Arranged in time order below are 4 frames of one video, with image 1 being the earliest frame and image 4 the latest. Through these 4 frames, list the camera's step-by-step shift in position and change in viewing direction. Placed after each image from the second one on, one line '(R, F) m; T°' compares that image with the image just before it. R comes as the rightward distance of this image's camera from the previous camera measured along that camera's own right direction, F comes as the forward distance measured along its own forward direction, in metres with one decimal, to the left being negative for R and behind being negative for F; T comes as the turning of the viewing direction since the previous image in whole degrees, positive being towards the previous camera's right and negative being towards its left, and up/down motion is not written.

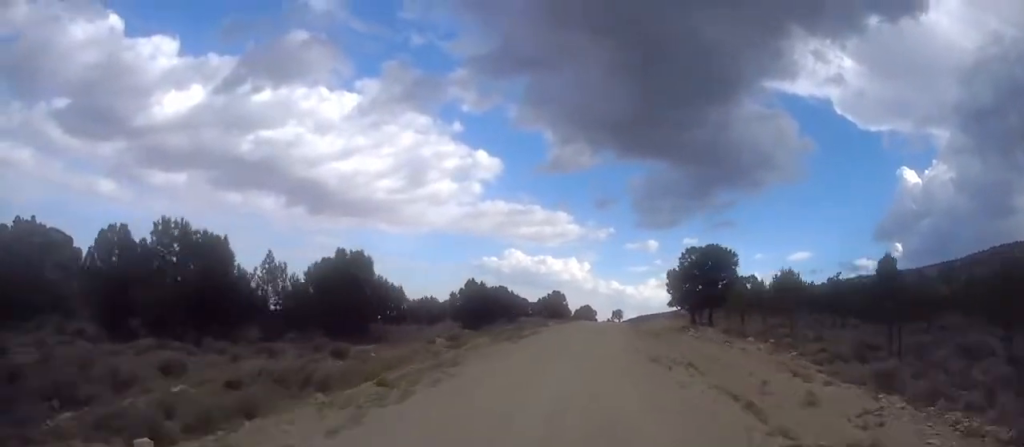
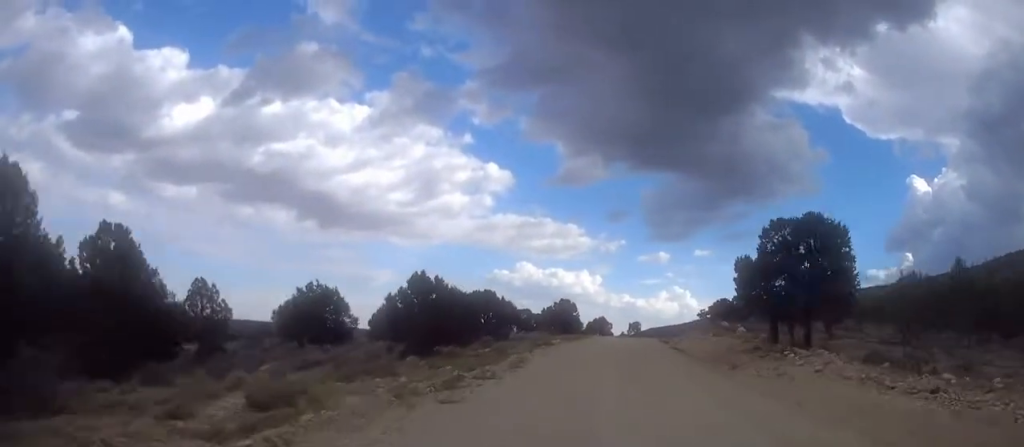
(-0.1, +19.0) m; 0°
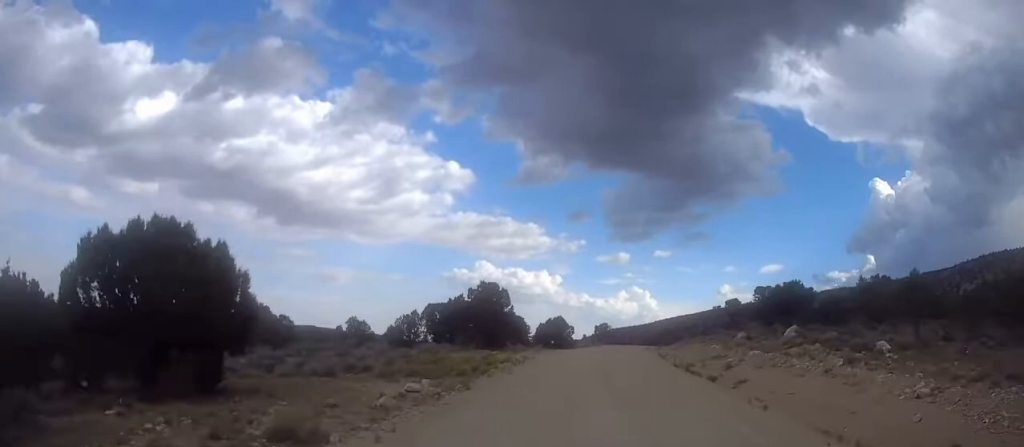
(+1.1, +36.7) m; +3°
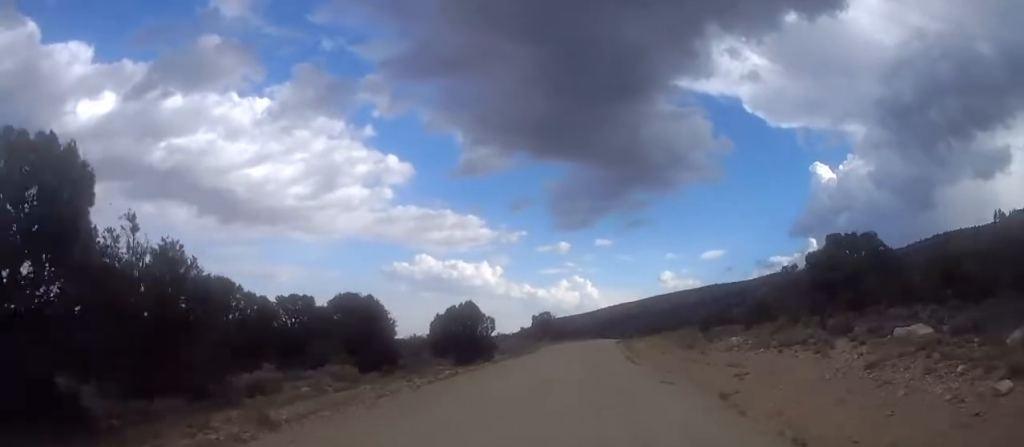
(+1.1, +35.2) m; +5°
